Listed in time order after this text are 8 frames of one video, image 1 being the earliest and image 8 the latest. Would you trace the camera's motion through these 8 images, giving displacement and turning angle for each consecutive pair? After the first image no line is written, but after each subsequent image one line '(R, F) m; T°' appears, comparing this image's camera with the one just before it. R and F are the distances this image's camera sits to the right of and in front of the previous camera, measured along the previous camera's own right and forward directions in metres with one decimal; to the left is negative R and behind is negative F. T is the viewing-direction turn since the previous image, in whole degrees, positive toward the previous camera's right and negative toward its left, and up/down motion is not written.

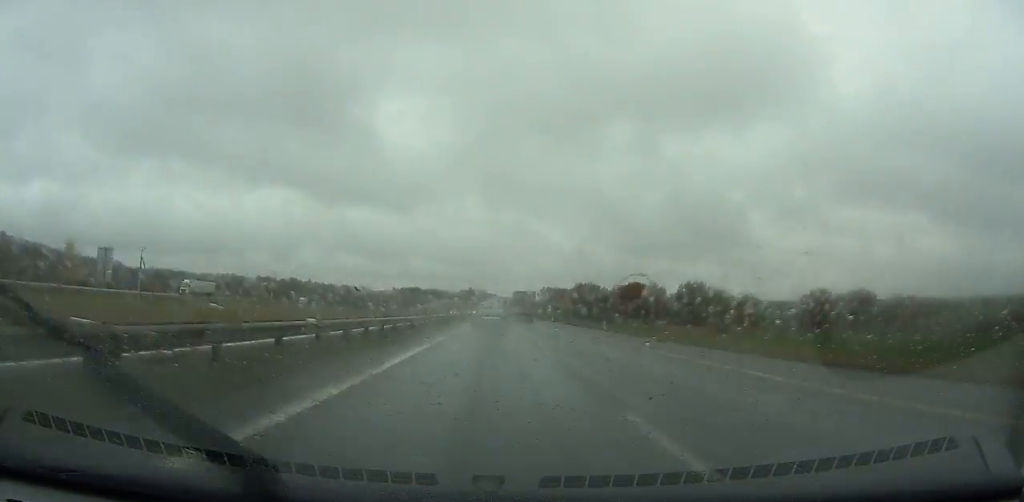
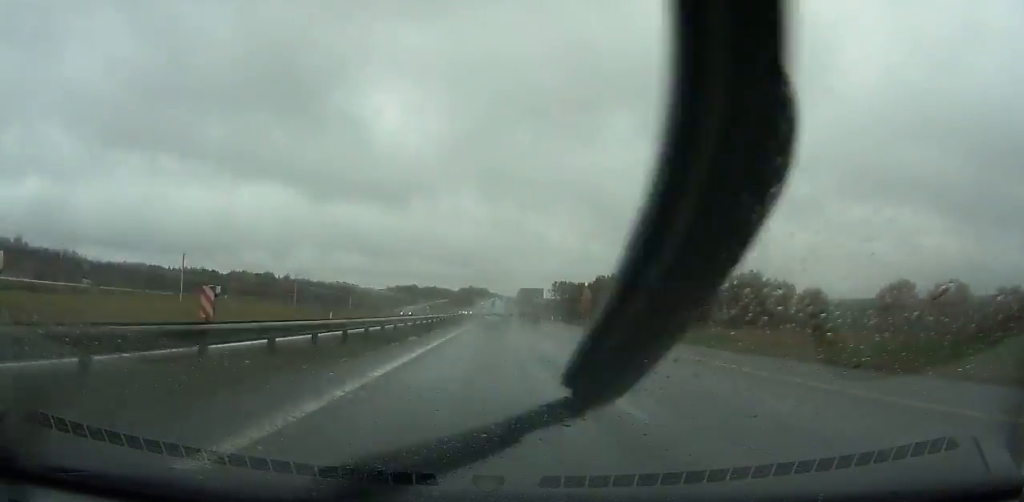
(0.0, +46.4) m; 0°
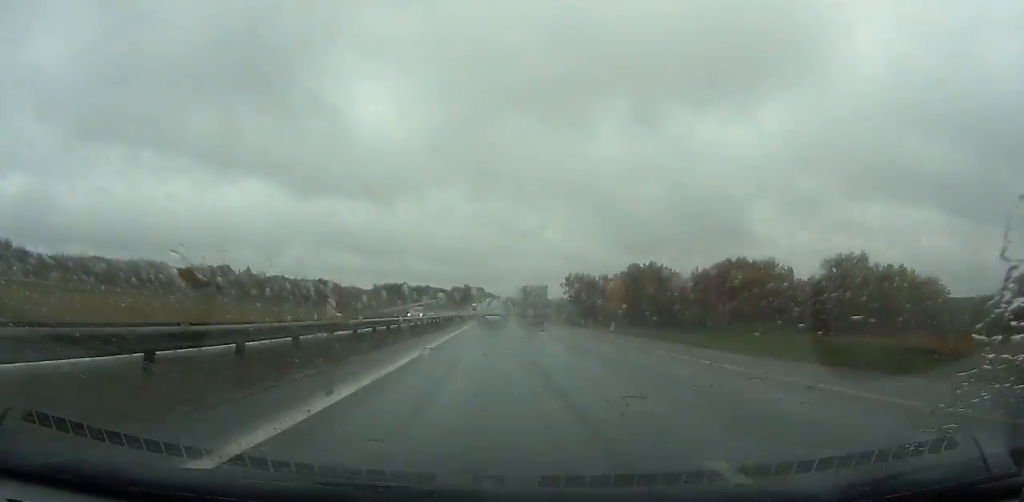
(-0.1, +52.8) m; 0°
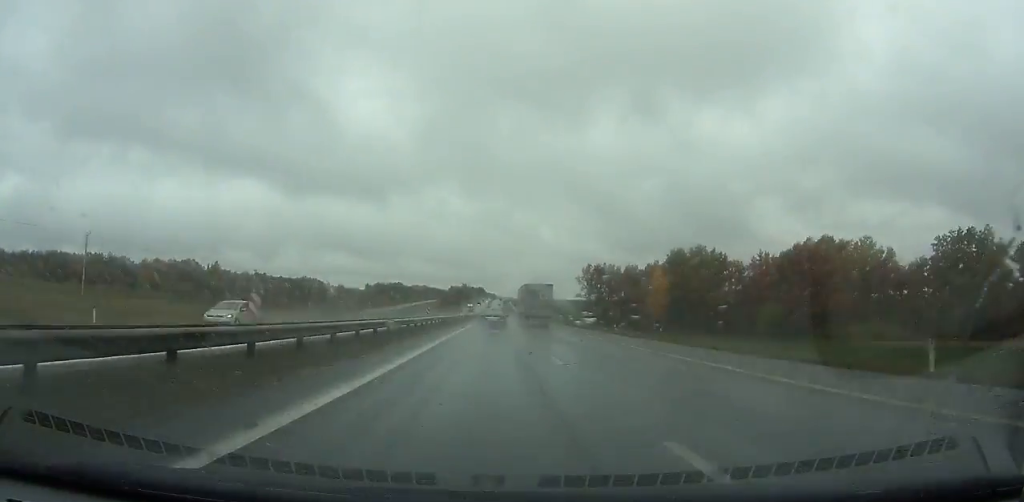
(0.0, +36.4) m; 0°
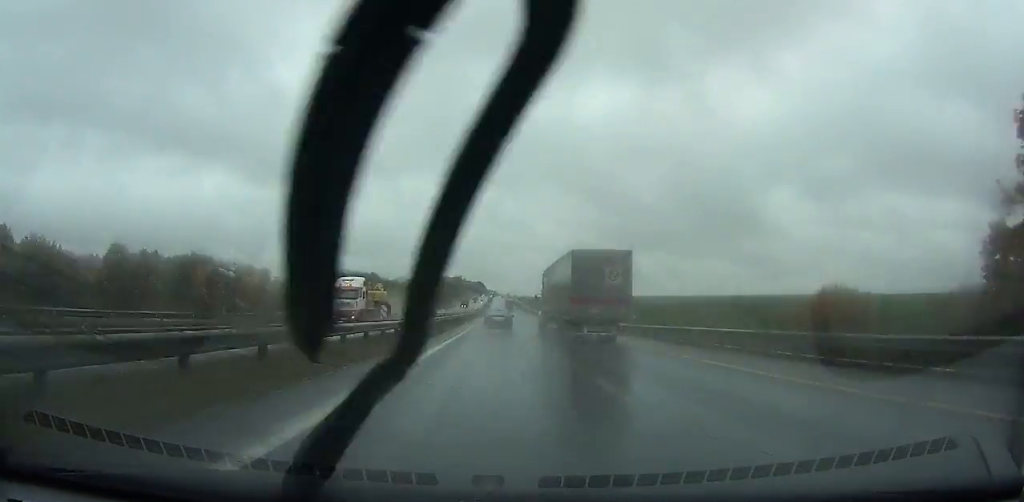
(0.0, +136.1) m; 0°
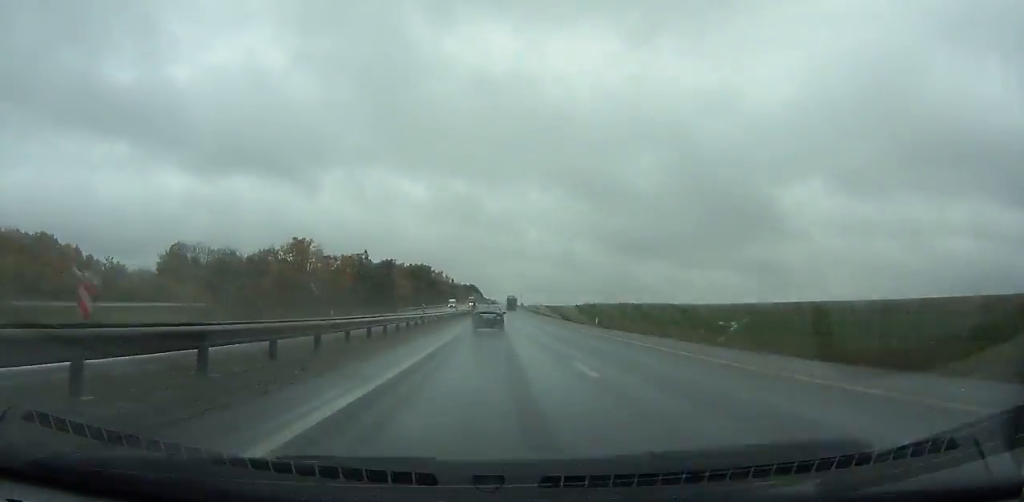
(0.0, +193.4) m; 0°
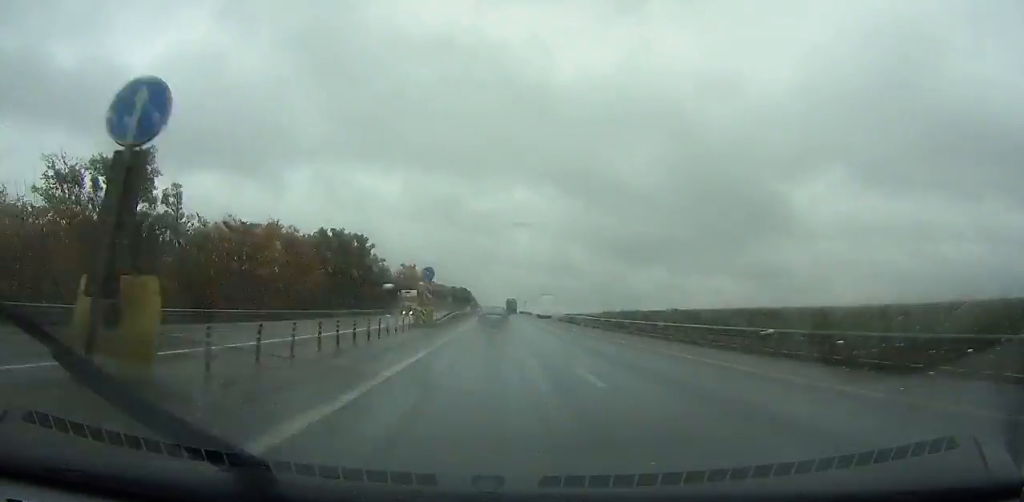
(+0.2, +109.9) m; +1°
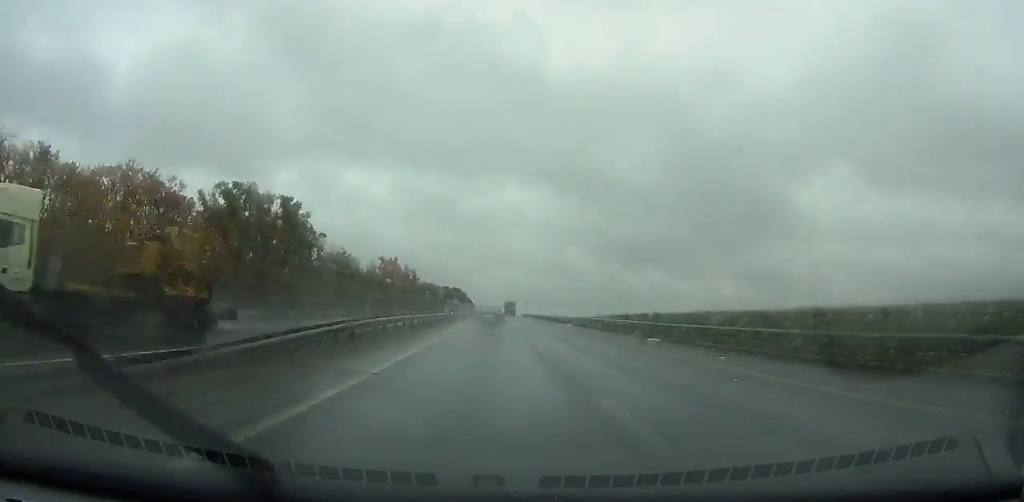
(+0.3, +41.5) m; 0°
